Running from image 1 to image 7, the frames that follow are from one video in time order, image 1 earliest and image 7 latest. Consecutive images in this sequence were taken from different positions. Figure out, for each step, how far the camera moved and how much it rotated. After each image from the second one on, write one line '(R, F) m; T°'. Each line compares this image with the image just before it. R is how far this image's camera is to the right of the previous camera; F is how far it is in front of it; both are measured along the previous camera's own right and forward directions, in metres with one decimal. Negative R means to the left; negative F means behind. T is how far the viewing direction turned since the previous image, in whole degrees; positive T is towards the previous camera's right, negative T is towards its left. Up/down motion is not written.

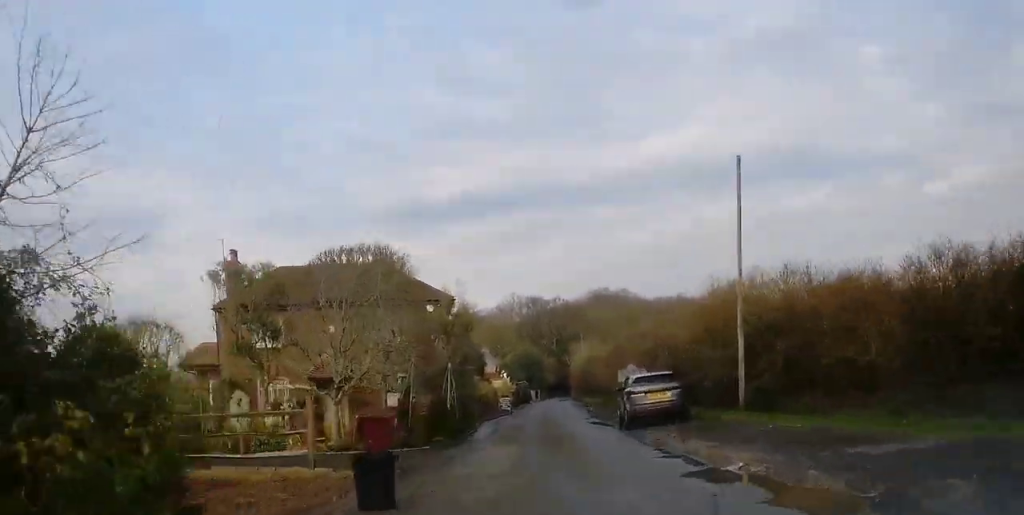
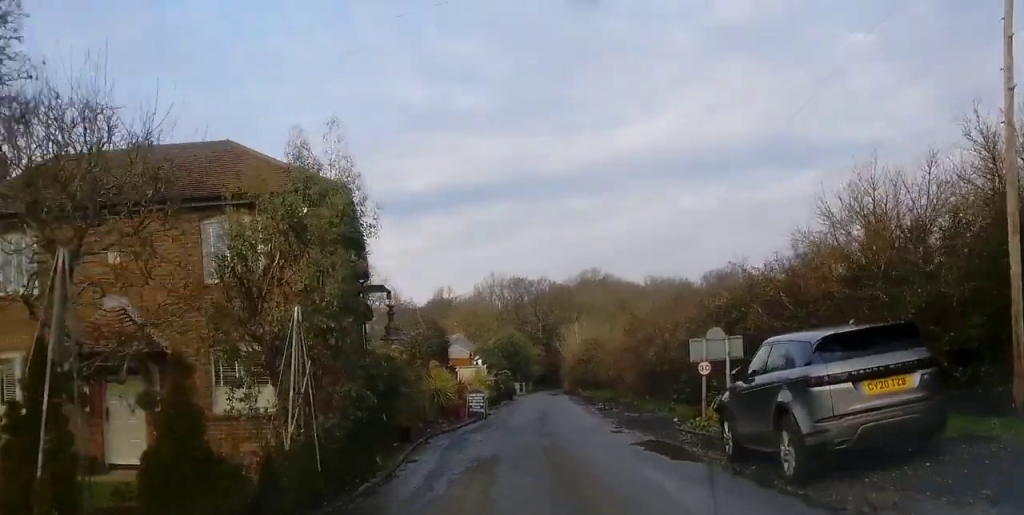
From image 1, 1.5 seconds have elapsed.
(+0.3, +15.5) m; +2°
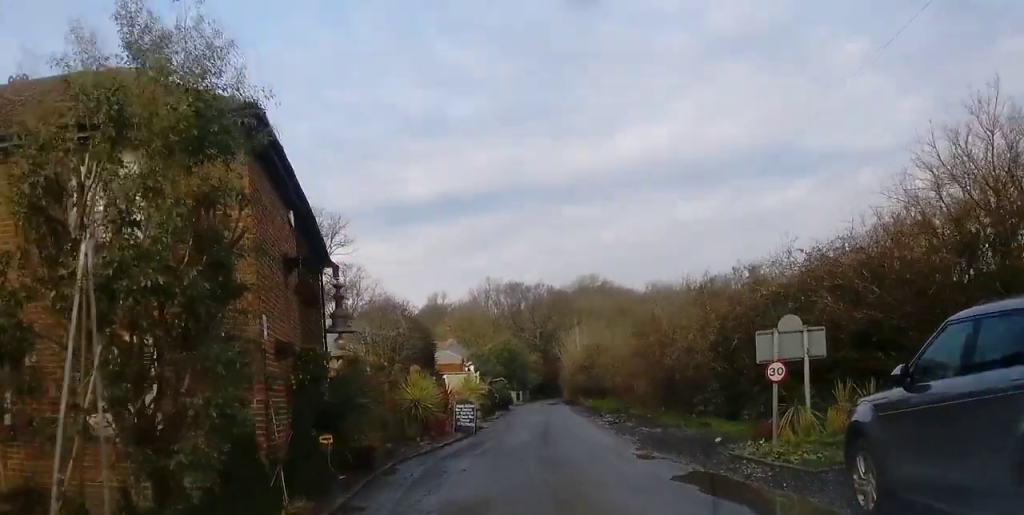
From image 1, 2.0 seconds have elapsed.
(+0.1, +4.6) m; +1°
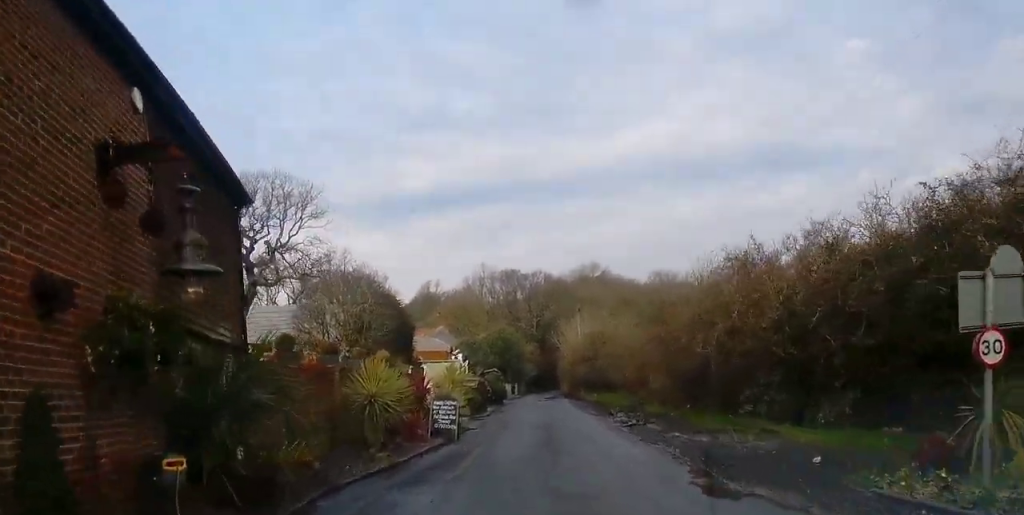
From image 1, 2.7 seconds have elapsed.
(+0.1, +5.7) m; +1°
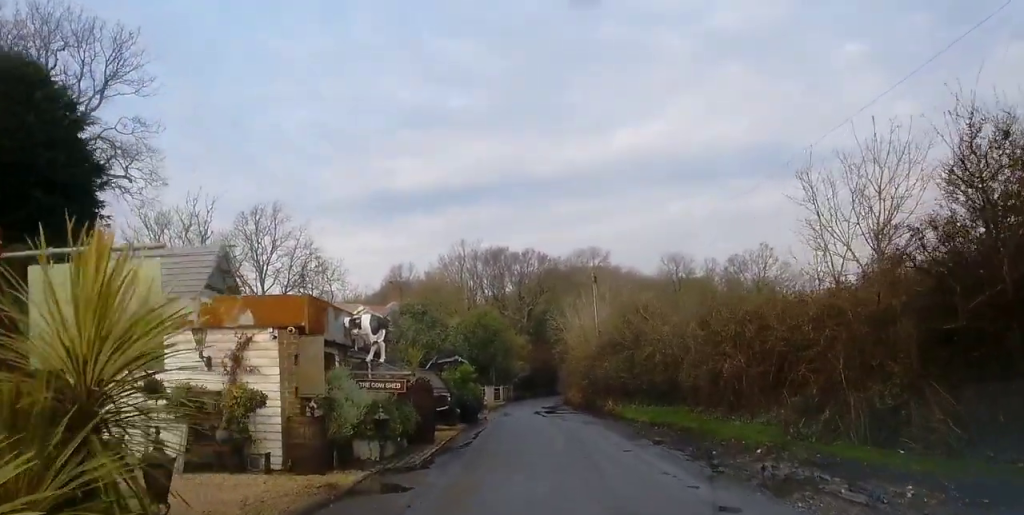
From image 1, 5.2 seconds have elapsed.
(-0.2, +19.9) m; -1°
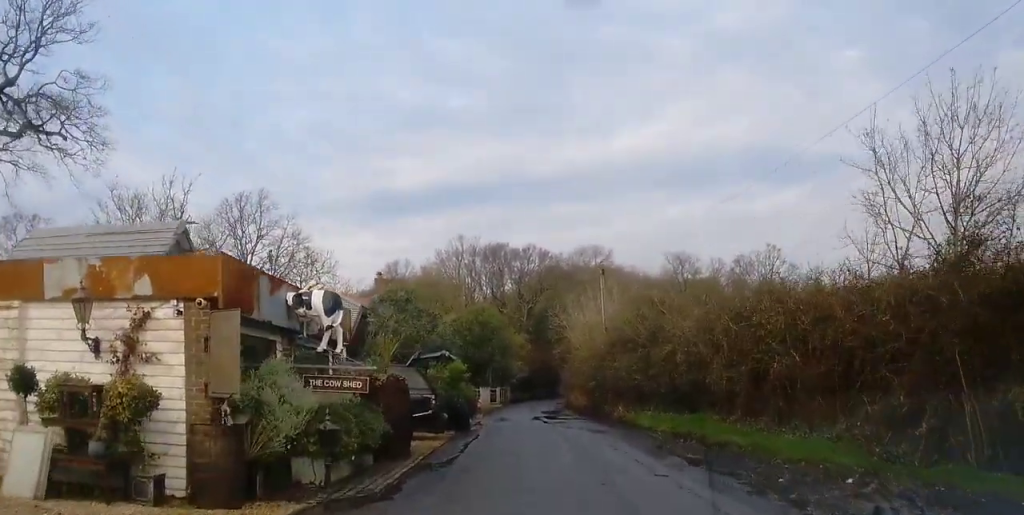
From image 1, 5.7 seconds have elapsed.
(0.0, +3.7) m; -1°
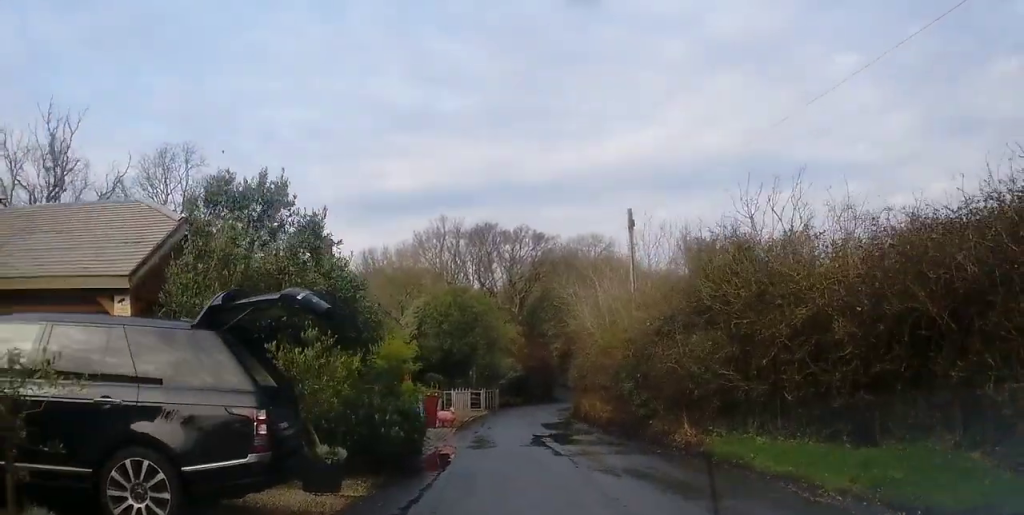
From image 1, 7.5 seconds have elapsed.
(+0.2, +11.6) m; +2°
